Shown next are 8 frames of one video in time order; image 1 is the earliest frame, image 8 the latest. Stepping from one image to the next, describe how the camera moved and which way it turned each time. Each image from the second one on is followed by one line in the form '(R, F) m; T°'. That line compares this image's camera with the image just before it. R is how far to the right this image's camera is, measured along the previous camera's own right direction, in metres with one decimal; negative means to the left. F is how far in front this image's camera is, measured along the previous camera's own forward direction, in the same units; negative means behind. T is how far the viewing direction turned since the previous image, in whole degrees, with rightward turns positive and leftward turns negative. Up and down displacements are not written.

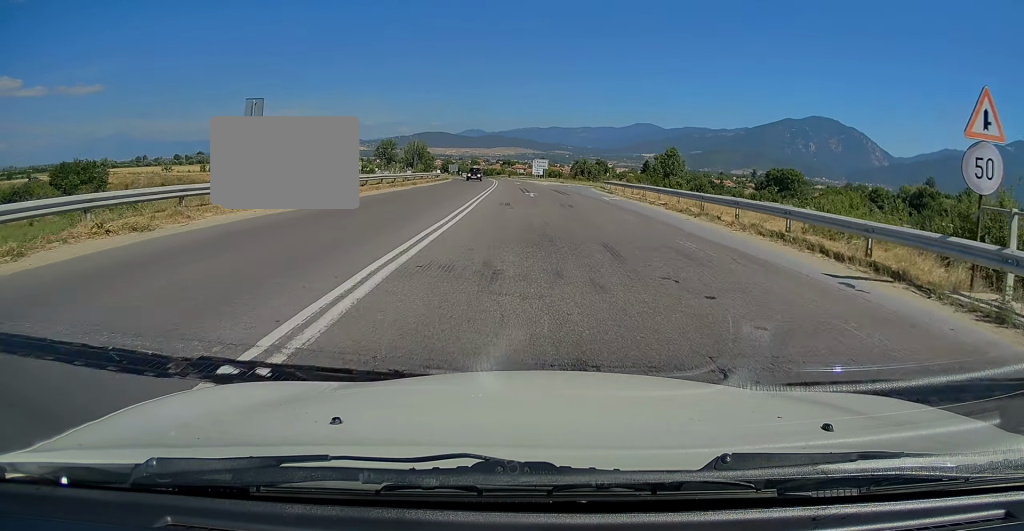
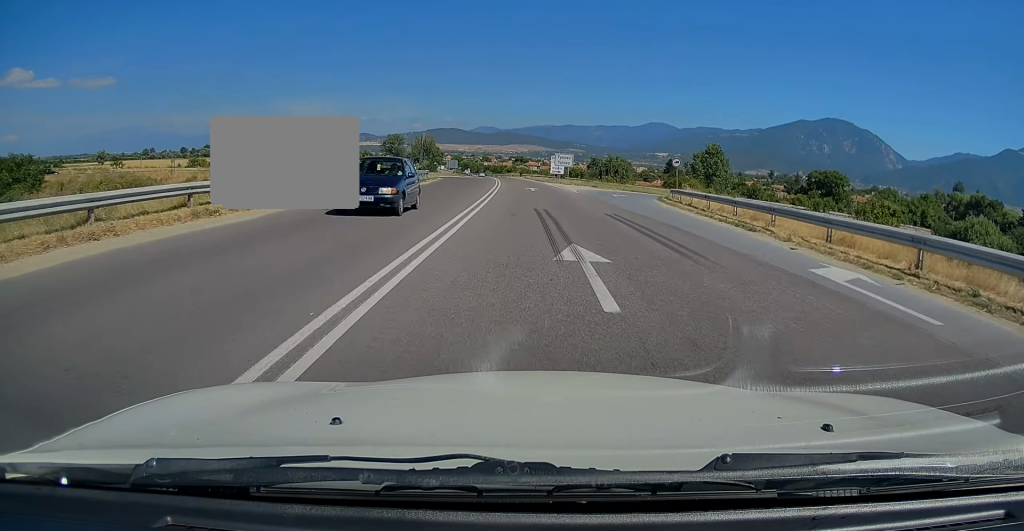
(-0.4, +23.4) m; -1°
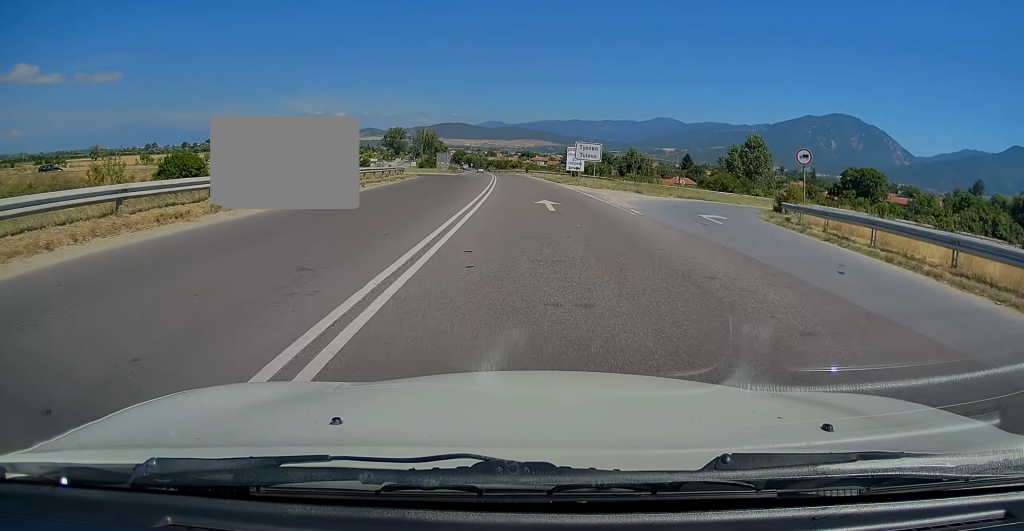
(-0.2, +18.6) m; -1°
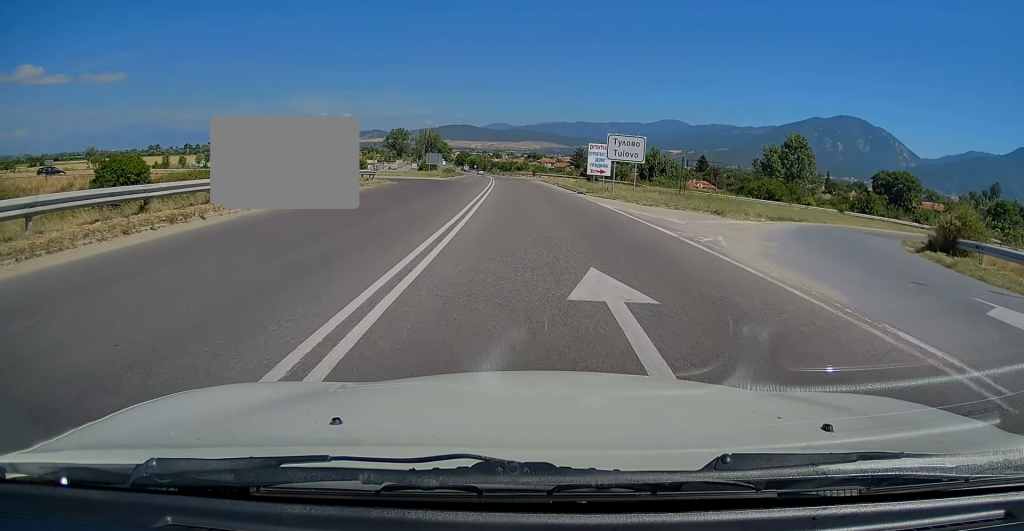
(0.0, +13.8) m; 0°
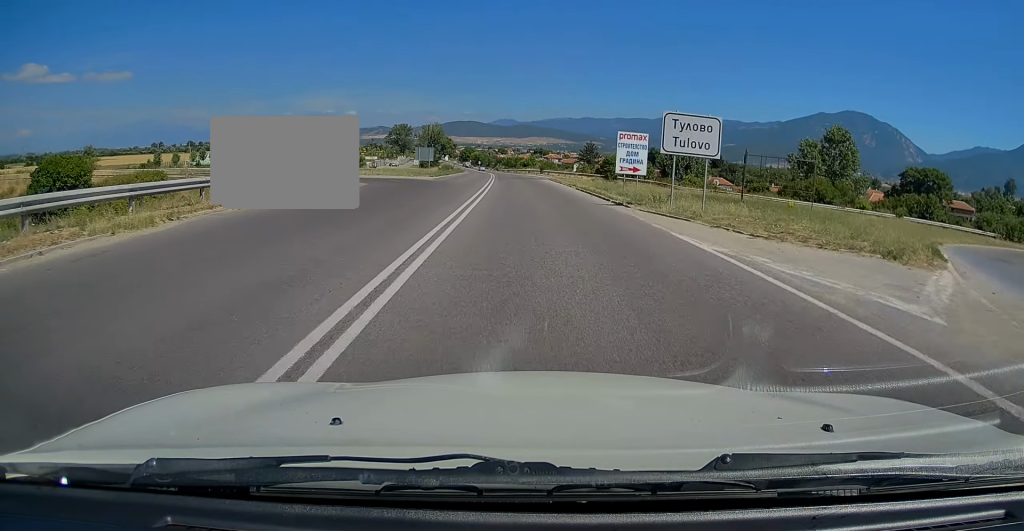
(0.0, +10.6) m; 0°
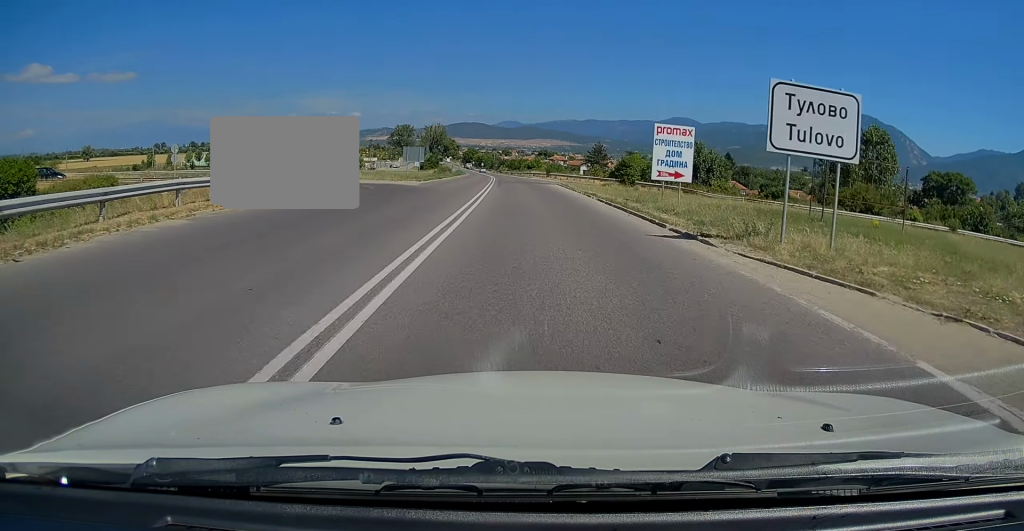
(0.0, +8.0) m; 0°
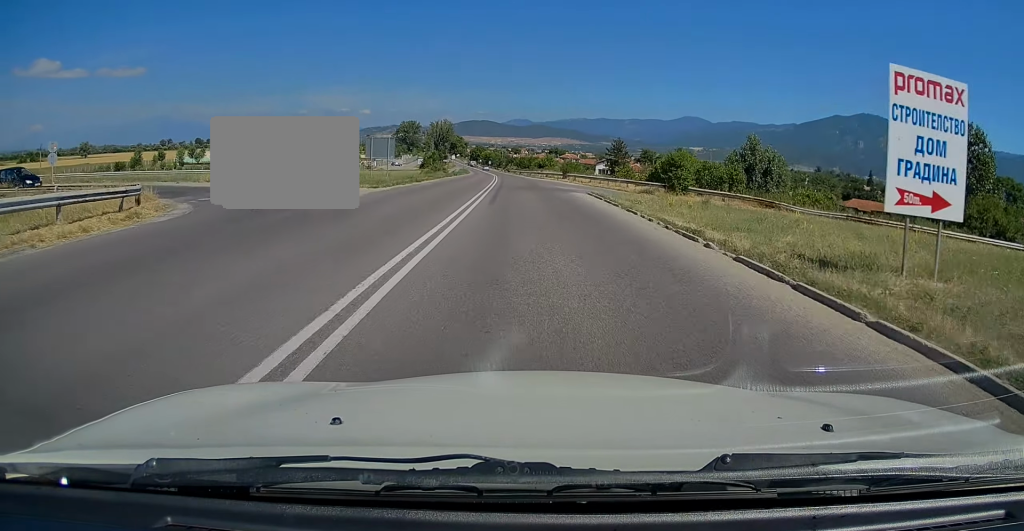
(0.0, +15.4) m; -1°
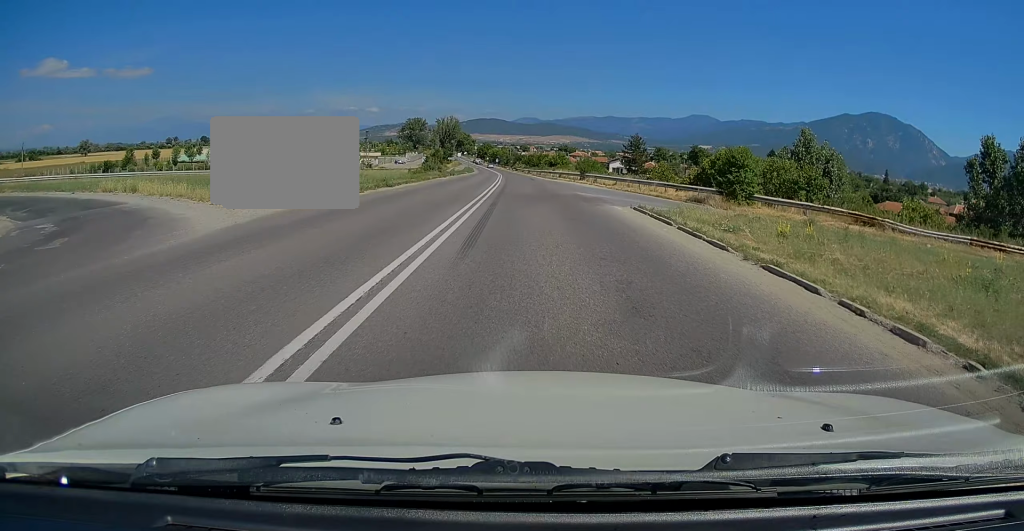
(-0.2, +10.4) m; -1°
